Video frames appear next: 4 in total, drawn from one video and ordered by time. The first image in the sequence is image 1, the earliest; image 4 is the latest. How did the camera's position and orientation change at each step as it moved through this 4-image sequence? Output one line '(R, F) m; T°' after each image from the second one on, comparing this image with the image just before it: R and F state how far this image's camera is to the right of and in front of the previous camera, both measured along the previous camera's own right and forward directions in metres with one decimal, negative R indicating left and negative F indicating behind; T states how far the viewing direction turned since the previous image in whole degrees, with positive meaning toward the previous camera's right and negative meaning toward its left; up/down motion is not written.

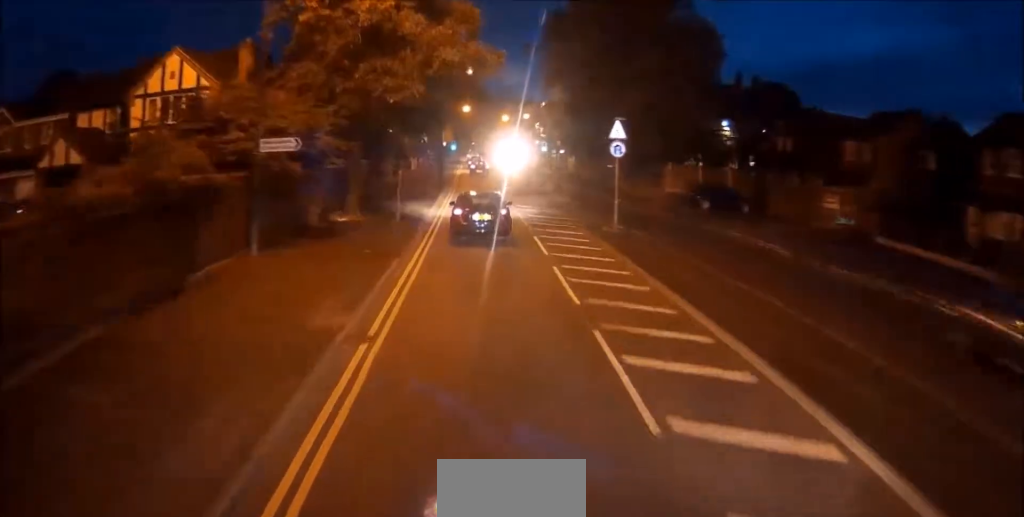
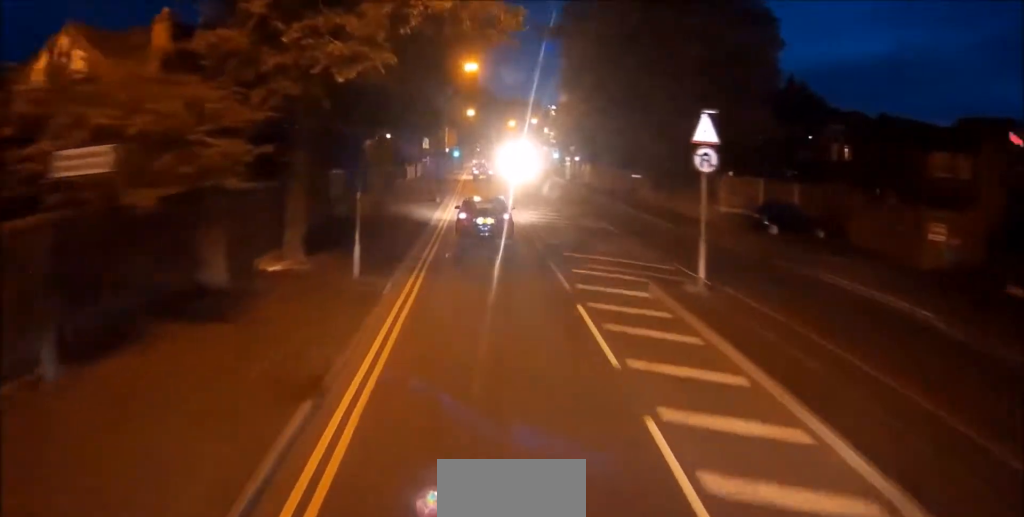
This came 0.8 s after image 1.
(0.0, +9.7) m; 0°
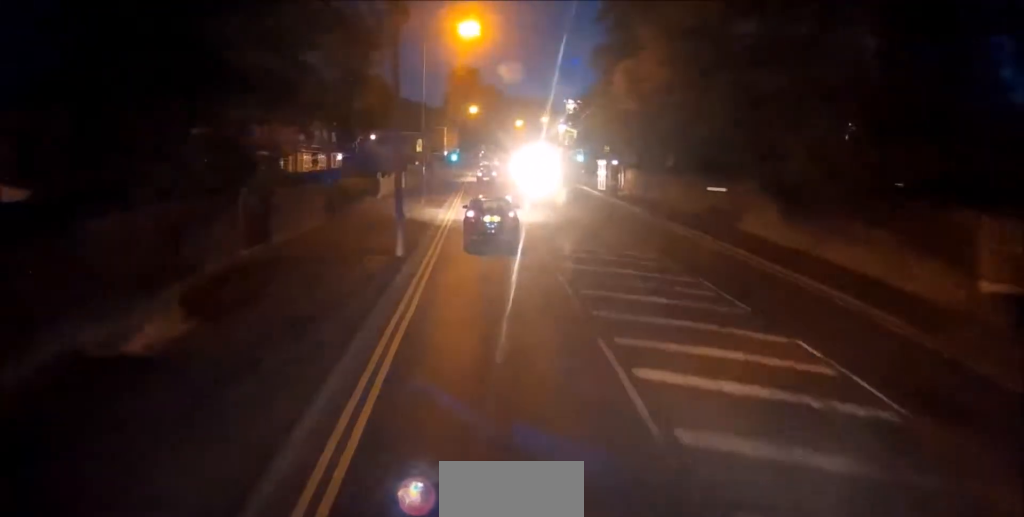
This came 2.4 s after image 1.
(0.0, +21.3) m; -1°
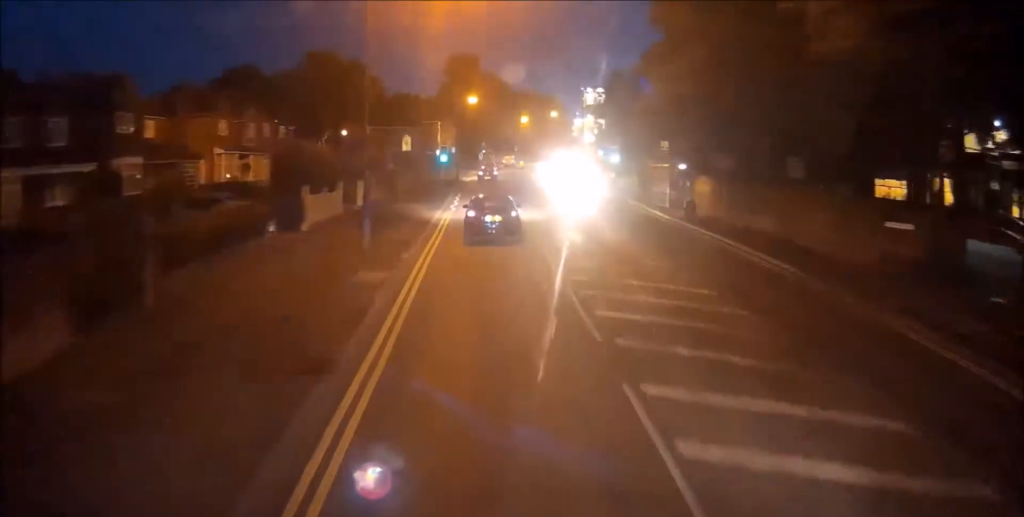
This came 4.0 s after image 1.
(-0.3, +22.3) m; -1°
